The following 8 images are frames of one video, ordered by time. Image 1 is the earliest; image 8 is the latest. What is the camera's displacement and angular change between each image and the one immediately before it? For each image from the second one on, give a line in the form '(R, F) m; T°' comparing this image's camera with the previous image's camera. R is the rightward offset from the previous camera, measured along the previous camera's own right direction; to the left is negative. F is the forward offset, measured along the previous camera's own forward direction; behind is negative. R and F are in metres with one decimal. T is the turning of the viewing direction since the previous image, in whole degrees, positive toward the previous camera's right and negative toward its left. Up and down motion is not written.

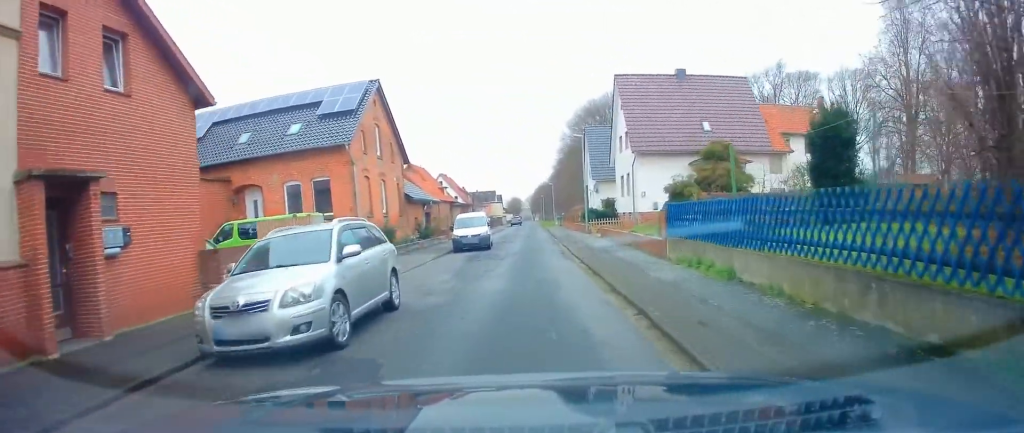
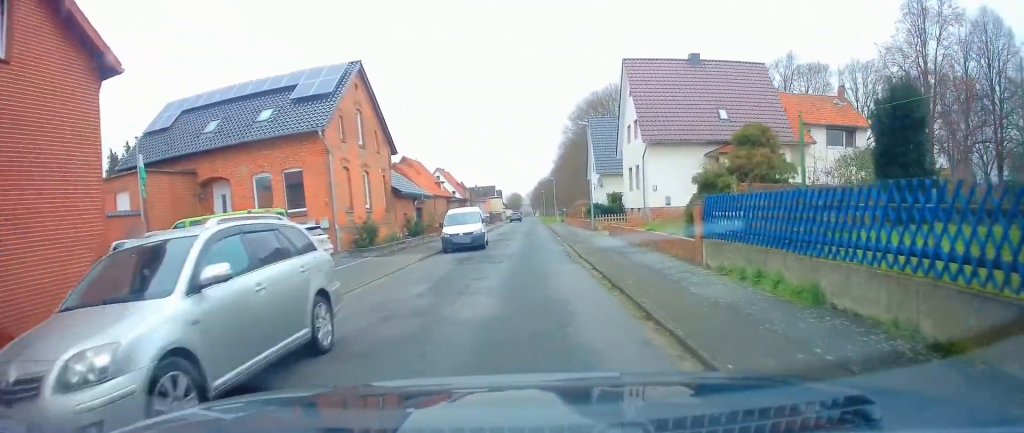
(0.0, +3.1) m; 0°
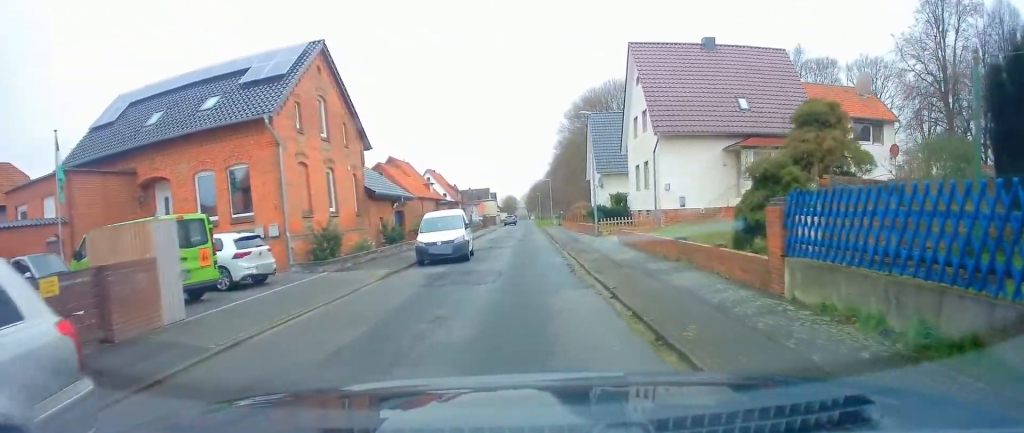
(0.0, +4.2) m; +1°
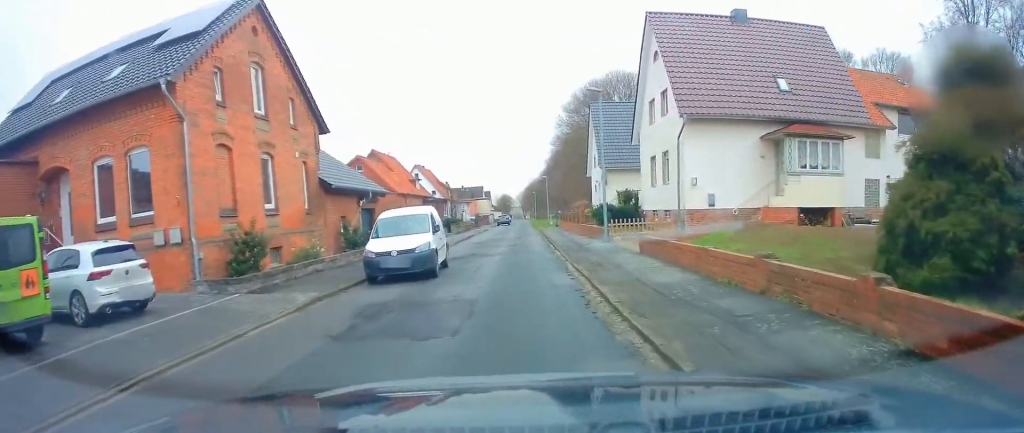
(-0.1, +5.3) m; +2°
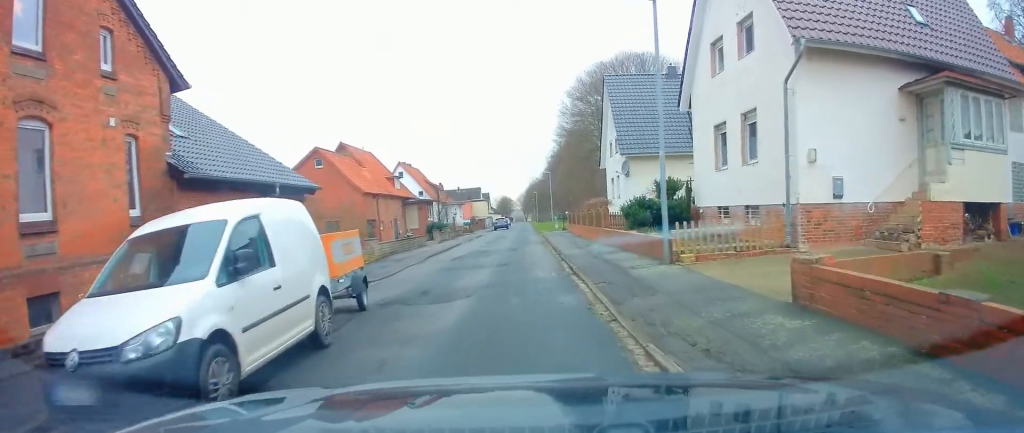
(+0.1, +10.1) m; -5°
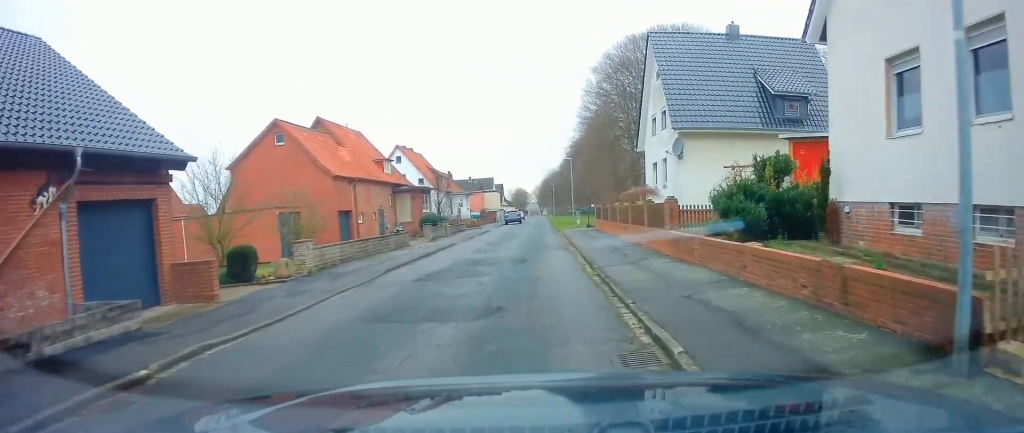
(-0.6, +9.0) m; -1°
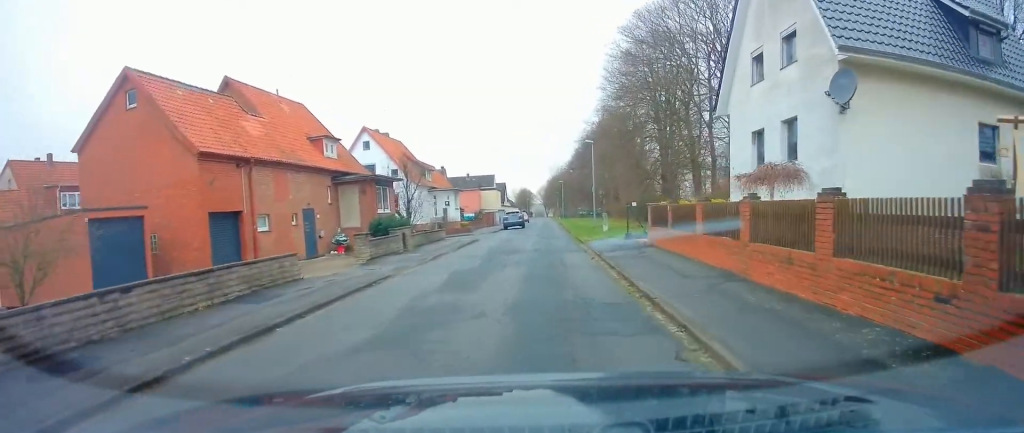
(+0.6, +13.9) m; +2°
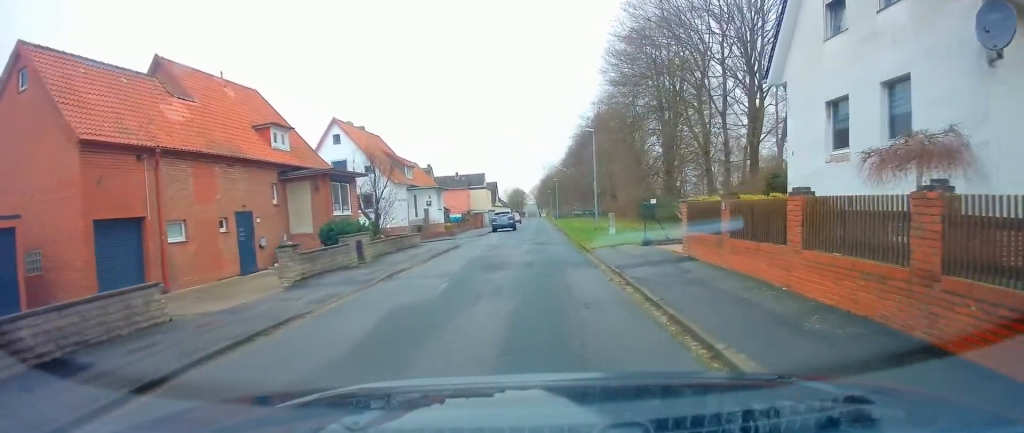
(0.0, +5.6) m; 0°
